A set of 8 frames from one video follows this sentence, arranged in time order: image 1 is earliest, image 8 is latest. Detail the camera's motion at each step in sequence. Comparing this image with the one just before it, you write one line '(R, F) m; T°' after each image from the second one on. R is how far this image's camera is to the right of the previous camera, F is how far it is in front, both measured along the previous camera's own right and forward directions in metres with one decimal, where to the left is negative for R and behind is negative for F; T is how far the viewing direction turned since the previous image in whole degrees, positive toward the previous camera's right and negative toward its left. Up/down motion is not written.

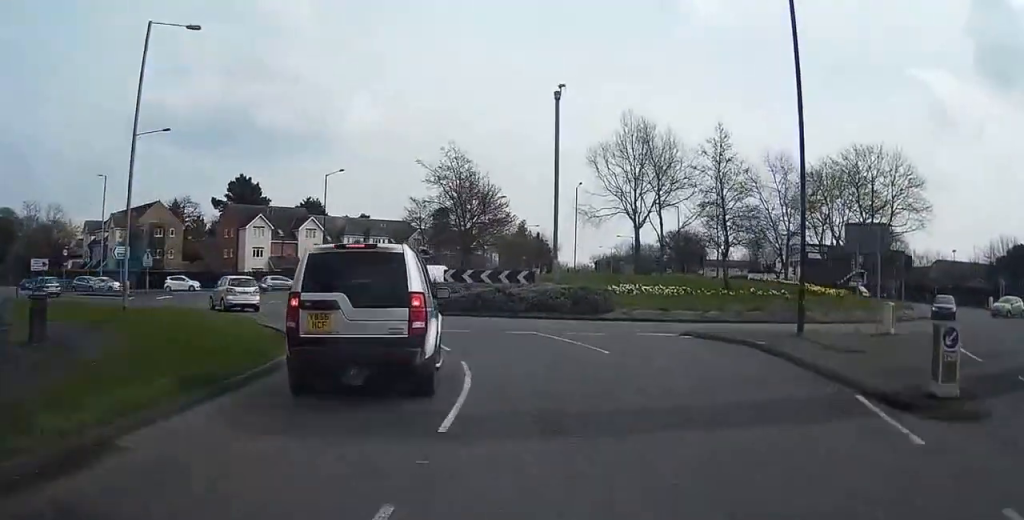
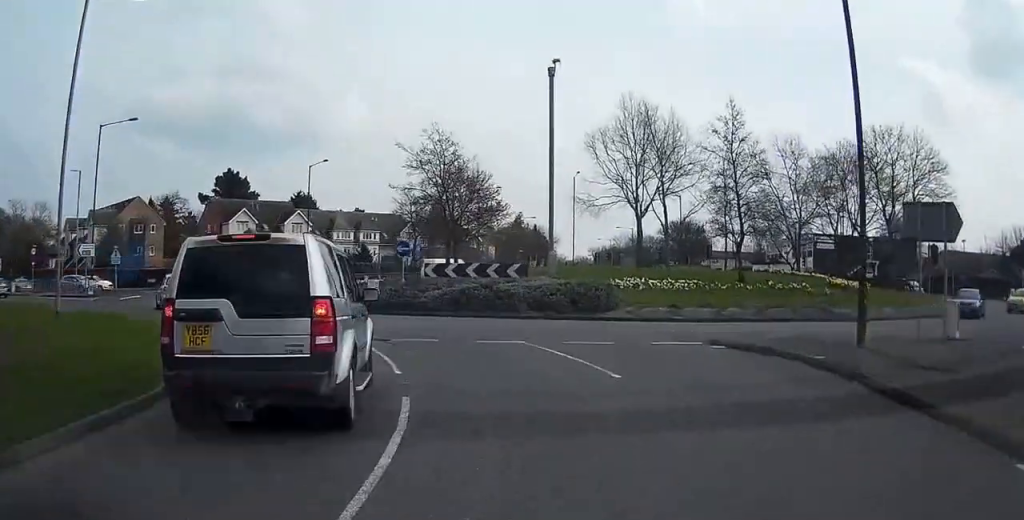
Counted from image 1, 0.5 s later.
(-0.1, +4.6) m; +1°
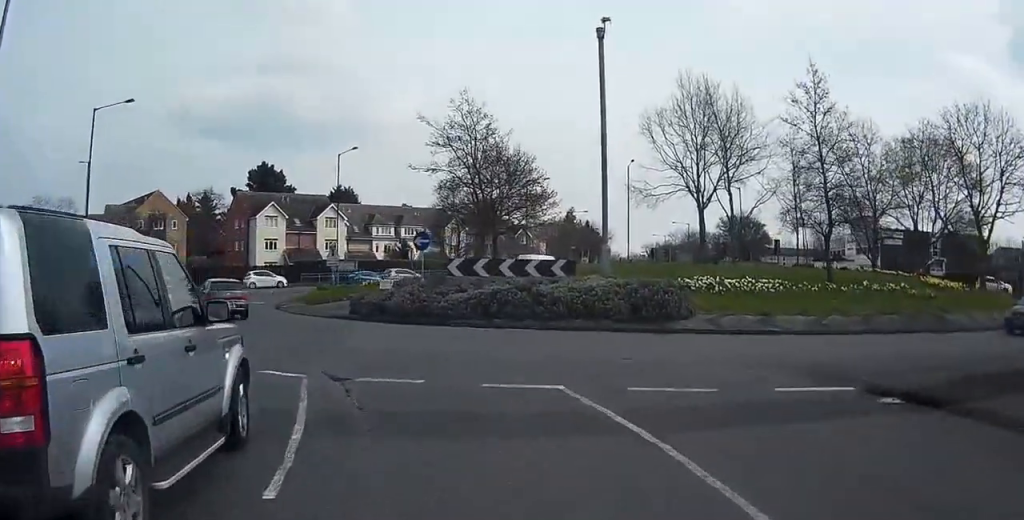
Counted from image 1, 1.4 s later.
(+0.2, +7.0) m; +2°
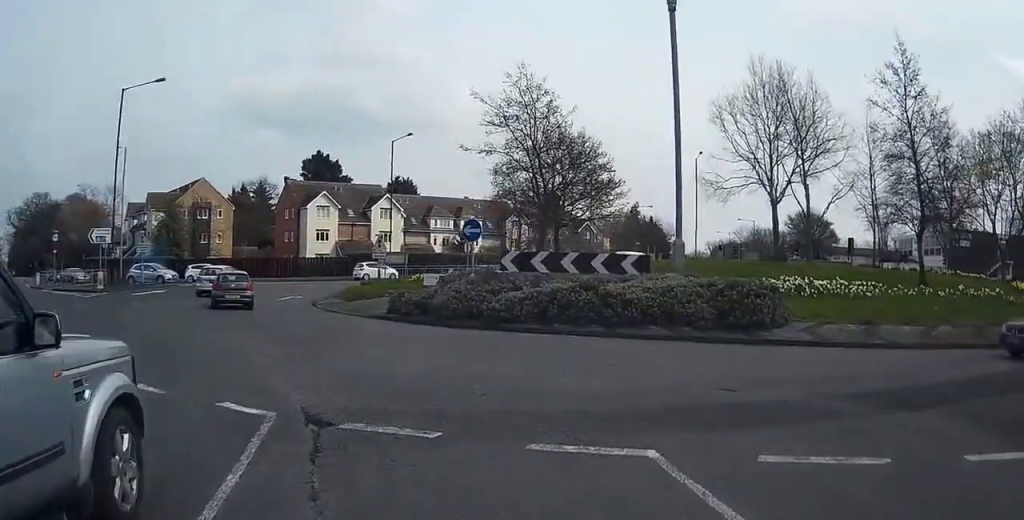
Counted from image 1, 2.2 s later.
(0.0, +4.0) m; +1°
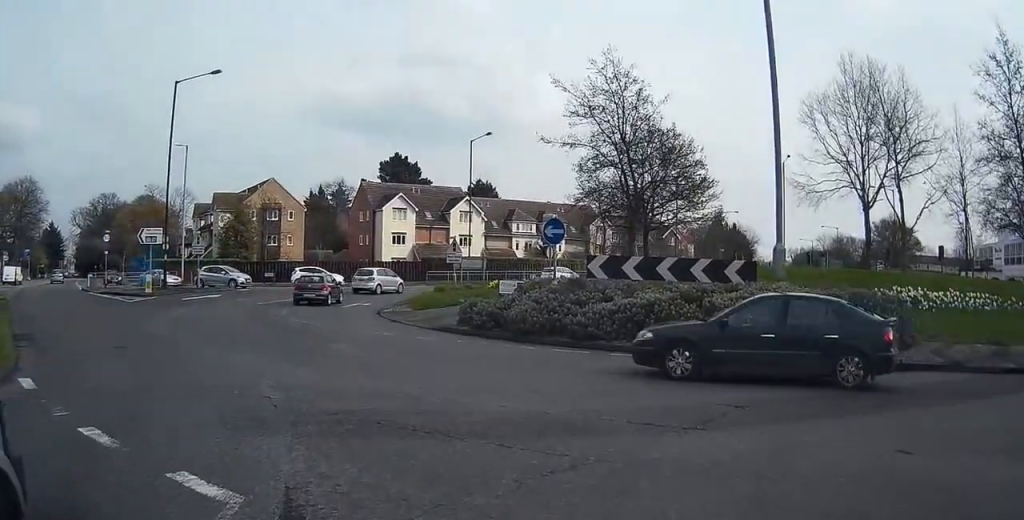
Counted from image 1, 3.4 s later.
(0.0, +4.8) m; -12°
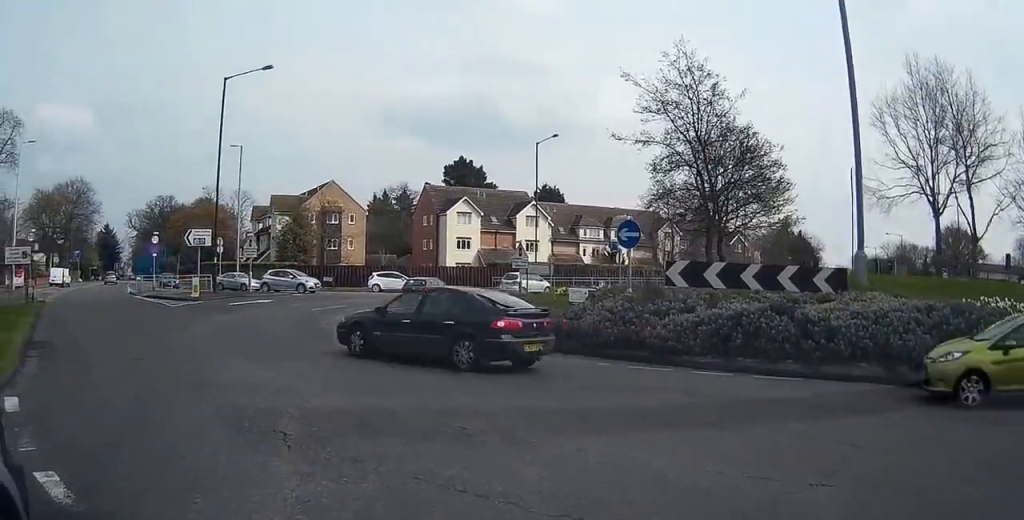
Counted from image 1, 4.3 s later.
(-0.5, +2.6) m; -16°
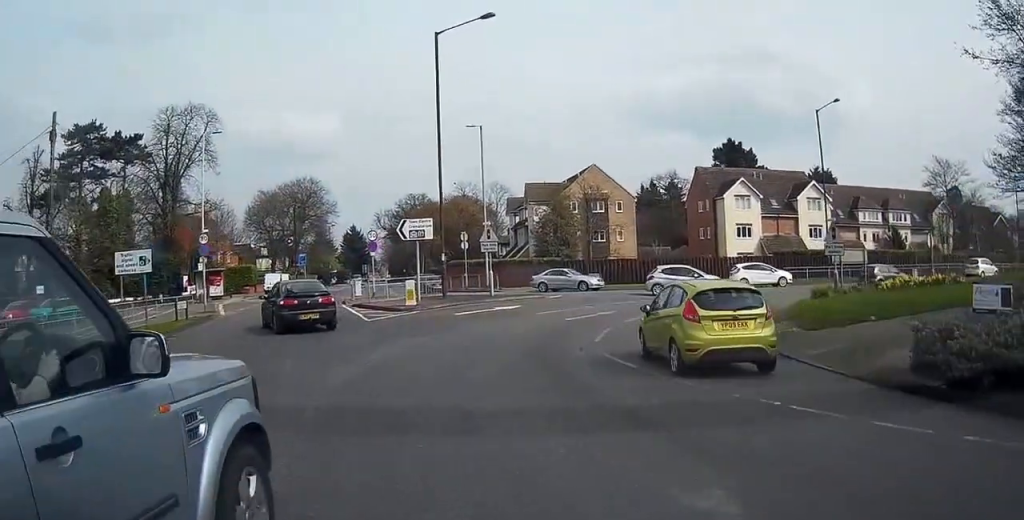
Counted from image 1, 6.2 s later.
(-2.4, +7.4) m; -27°
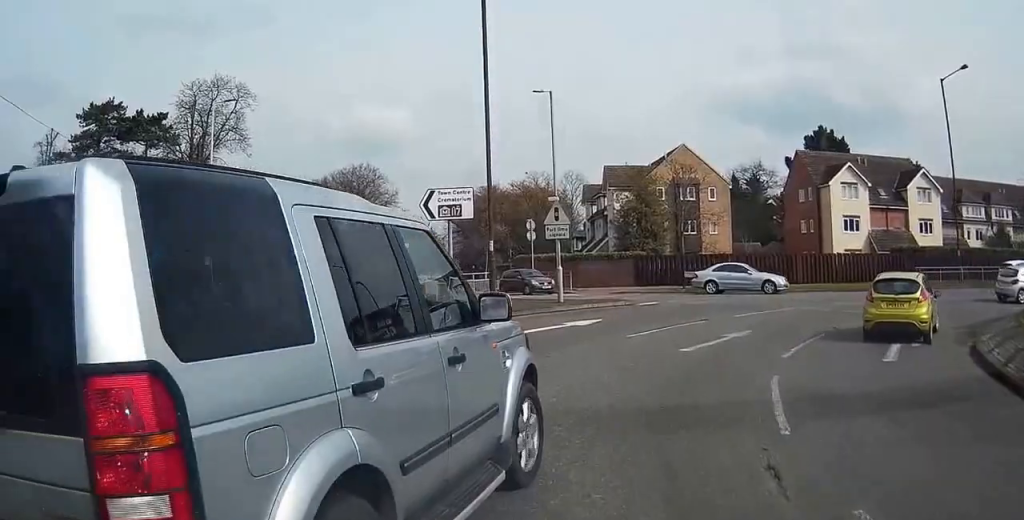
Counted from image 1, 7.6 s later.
(-0.3, +9.8) m; +2°
